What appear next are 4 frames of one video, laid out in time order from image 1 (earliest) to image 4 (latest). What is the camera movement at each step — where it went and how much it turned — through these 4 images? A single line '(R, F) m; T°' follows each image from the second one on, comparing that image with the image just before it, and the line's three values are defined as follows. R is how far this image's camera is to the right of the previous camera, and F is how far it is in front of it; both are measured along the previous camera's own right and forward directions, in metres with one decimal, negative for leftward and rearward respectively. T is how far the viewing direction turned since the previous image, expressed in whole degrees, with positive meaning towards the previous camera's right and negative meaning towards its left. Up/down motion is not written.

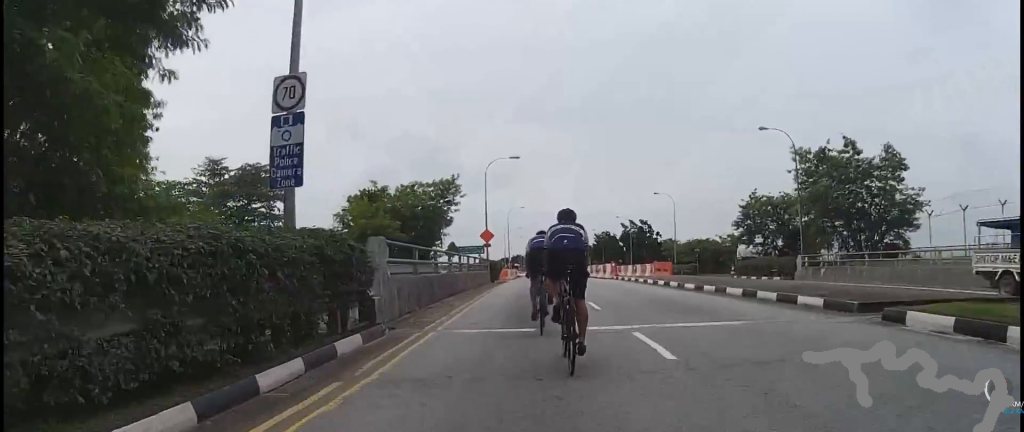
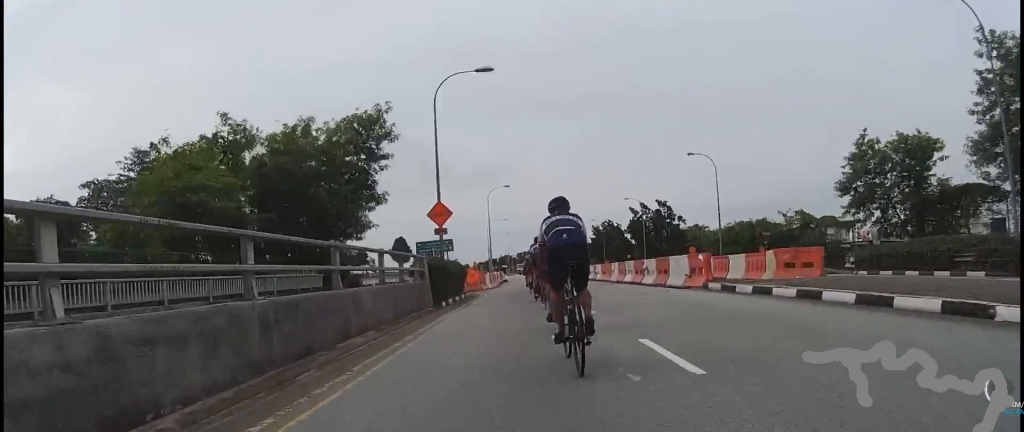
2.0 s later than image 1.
(-1.8, +19.4) m; -8°
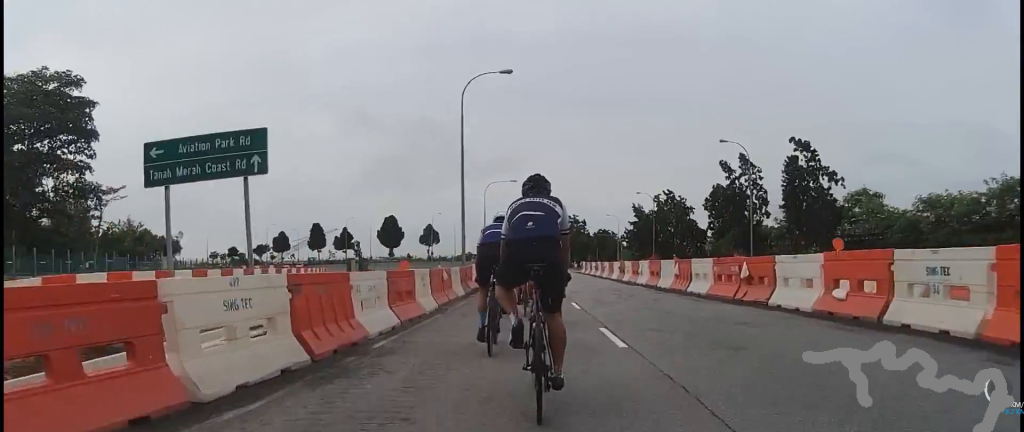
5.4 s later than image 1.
(+0.4, +35.2) m; +8°
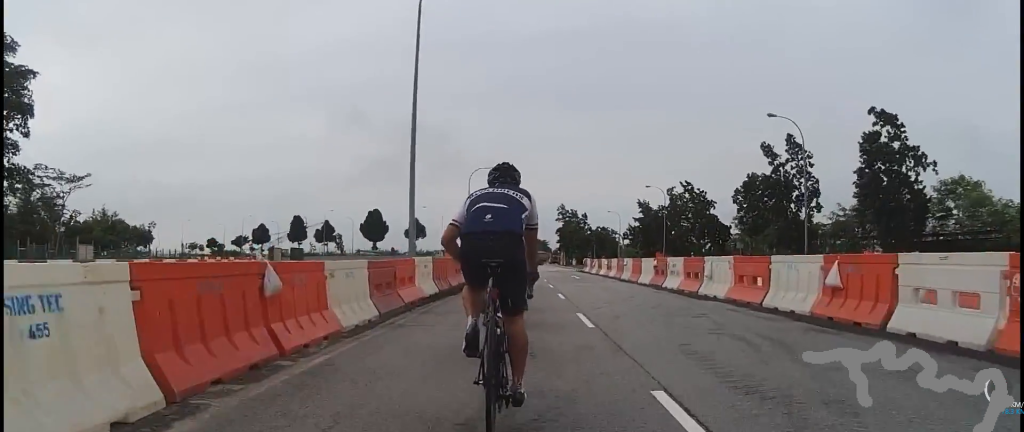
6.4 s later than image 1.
(+1.0, +10.6) m; -2°
